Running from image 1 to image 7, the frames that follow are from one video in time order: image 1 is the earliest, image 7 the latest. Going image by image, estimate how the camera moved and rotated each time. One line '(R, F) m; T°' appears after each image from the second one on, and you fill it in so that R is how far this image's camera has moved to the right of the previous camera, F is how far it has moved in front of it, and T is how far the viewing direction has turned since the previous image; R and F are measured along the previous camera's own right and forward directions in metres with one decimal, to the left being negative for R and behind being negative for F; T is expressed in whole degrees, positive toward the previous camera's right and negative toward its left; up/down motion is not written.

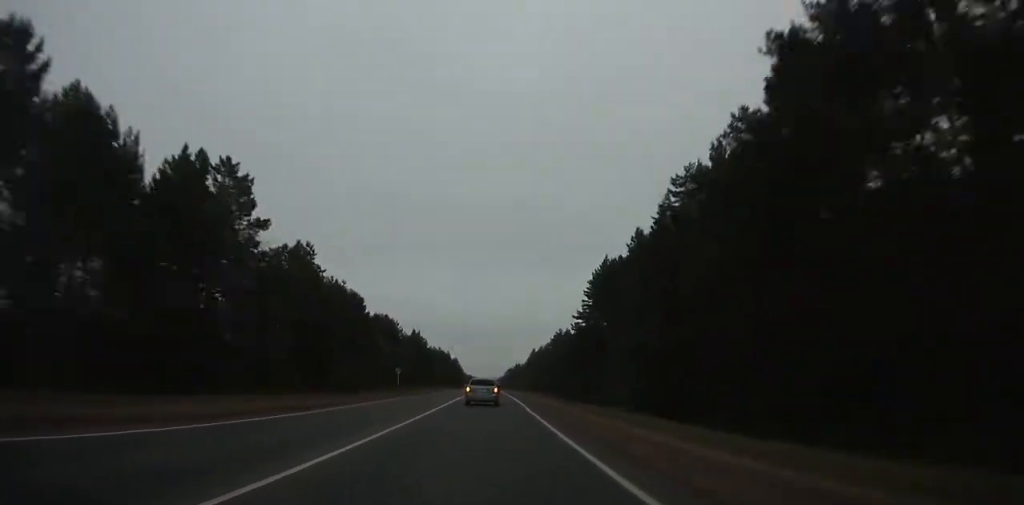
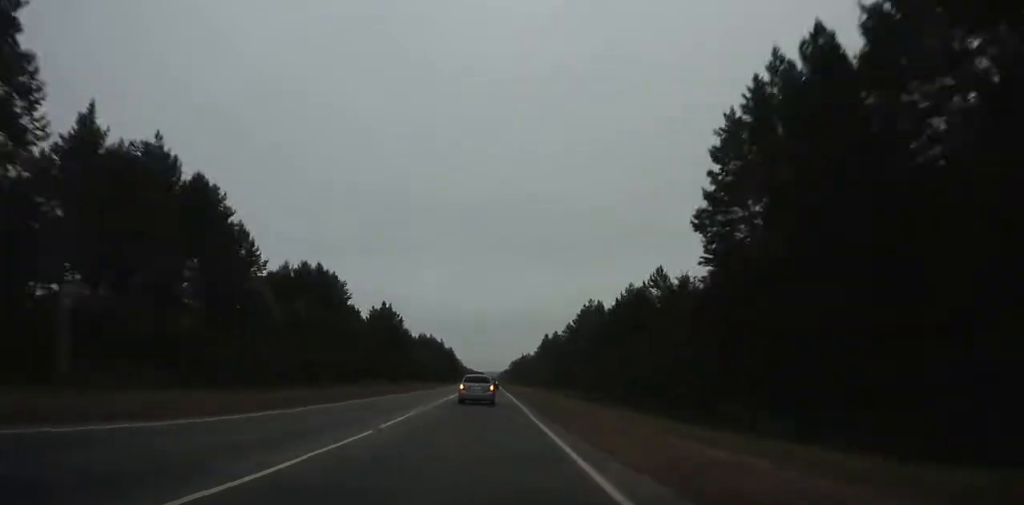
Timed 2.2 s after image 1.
(-0.5, +56.5) m; 0°
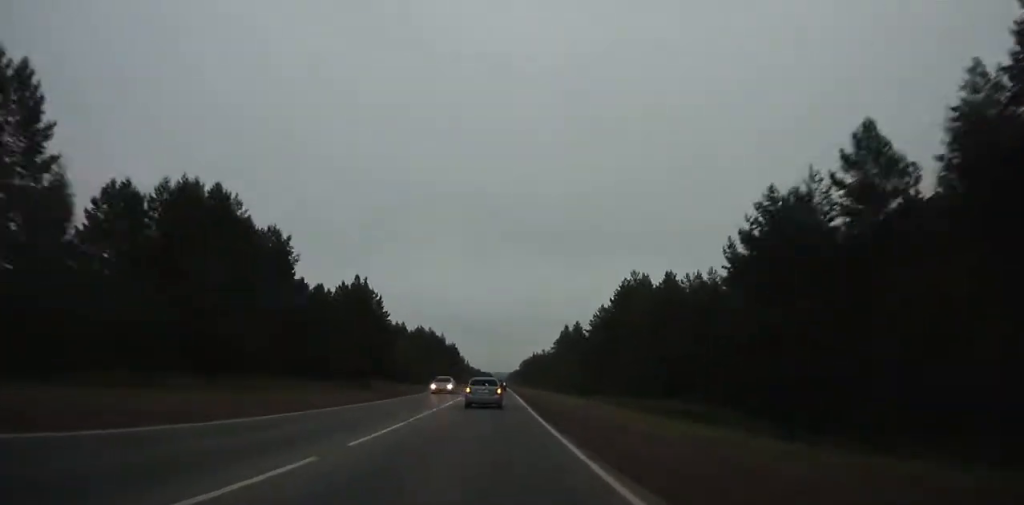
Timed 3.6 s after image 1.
(-0.1, +36.1) m; 0°
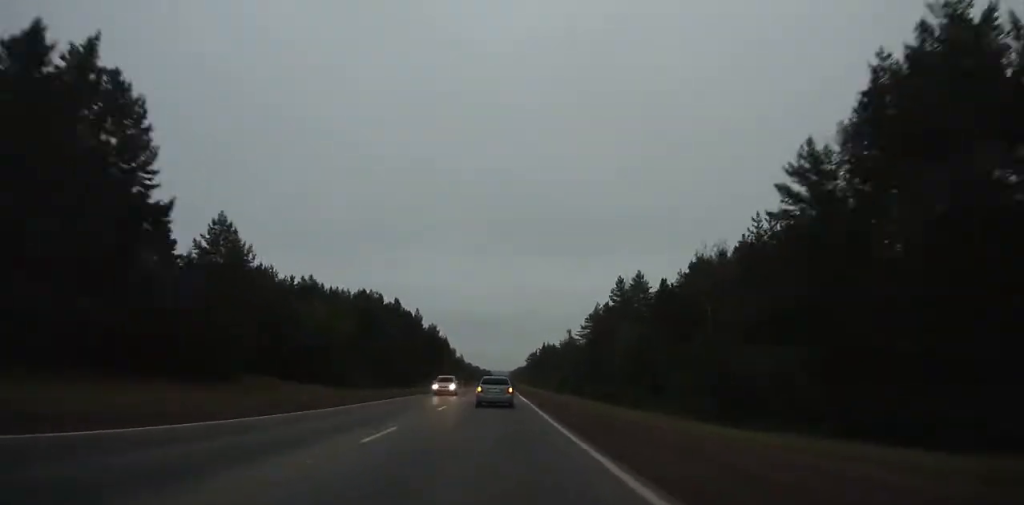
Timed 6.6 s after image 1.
(-0.1, +77.8) m; 0°
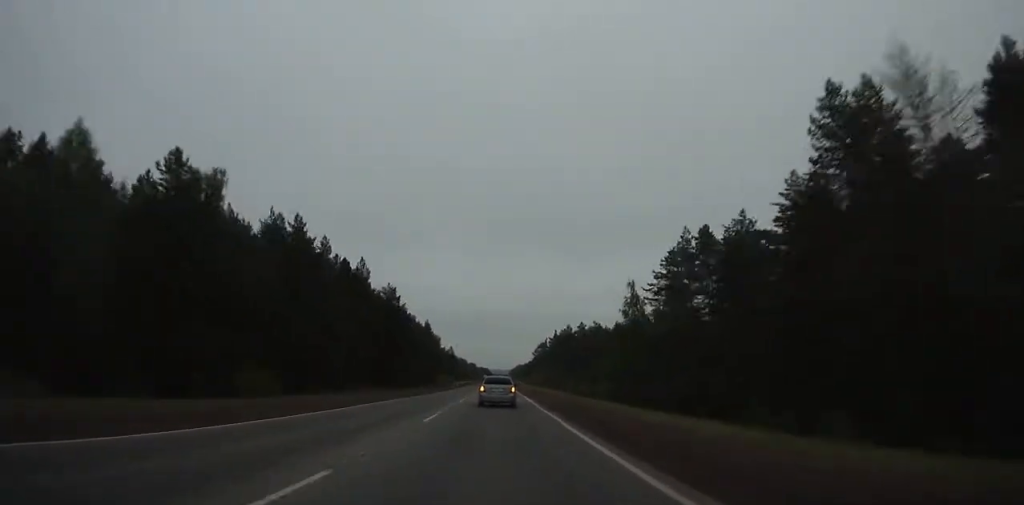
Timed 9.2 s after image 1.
(-0.2, +67.7) m; 0°
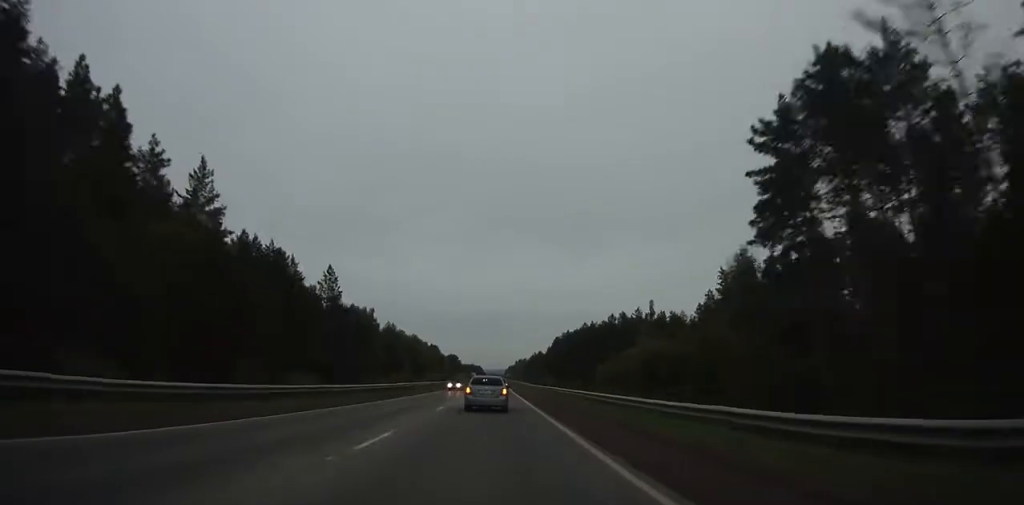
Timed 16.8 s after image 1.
(+1.5, +199.0) m; 0°
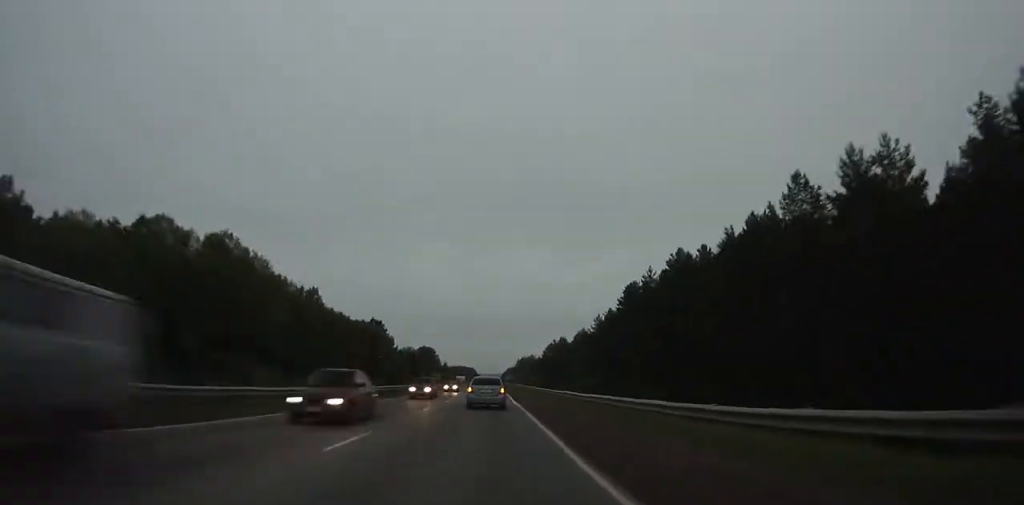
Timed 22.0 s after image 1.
(-0.4, +132.9) m; -1°
